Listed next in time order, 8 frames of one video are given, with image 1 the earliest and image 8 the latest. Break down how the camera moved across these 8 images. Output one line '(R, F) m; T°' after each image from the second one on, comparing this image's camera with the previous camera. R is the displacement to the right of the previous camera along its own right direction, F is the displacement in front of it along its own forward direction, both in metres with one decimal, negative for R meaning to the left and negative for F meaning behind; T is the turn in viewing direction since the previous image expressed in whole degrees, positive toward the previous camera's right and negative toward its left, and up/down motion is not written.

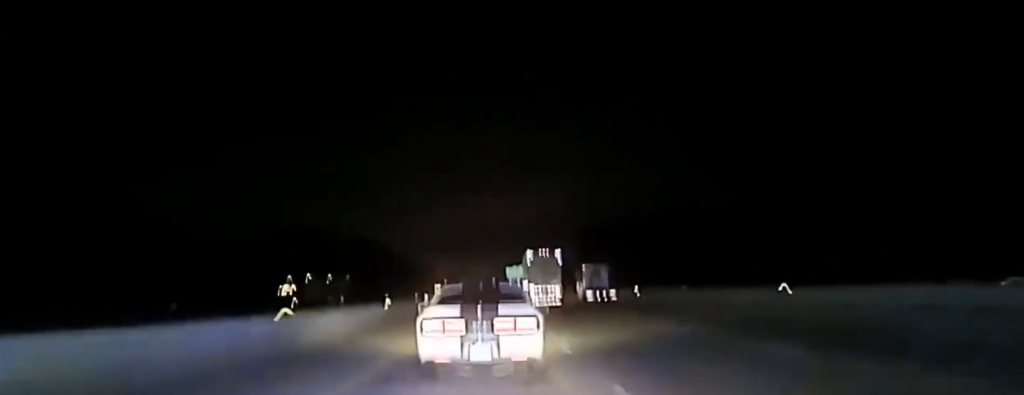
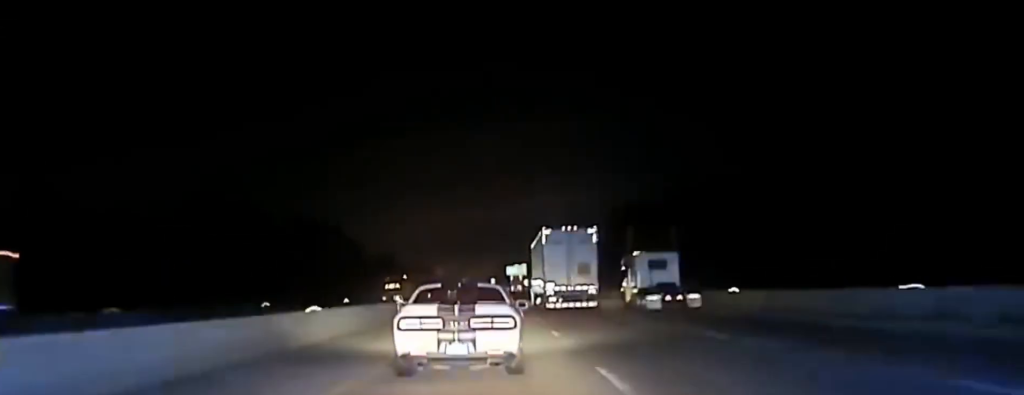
(+0.3, +57.8) m; 0°
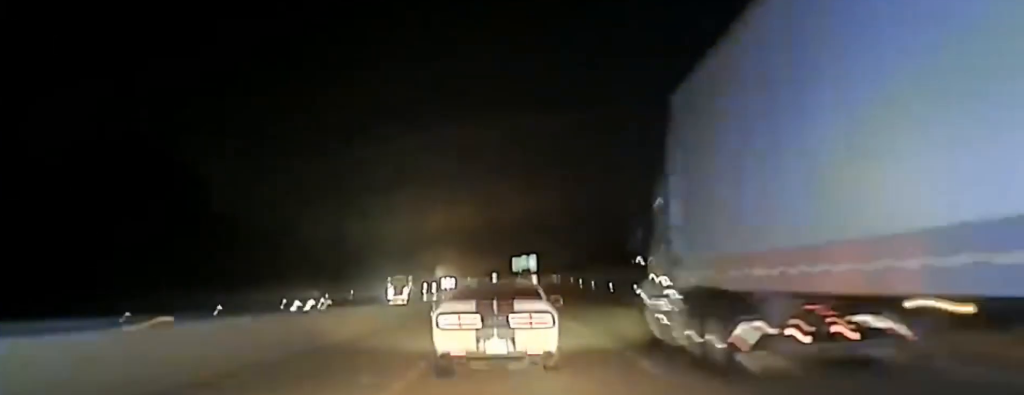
(-0.9, +95.9) m; 0°
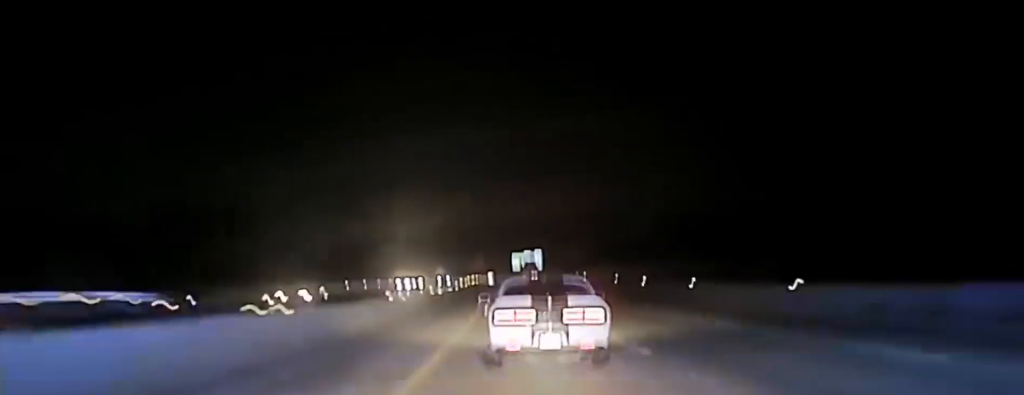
(+0.6, +71.4) m; 0°
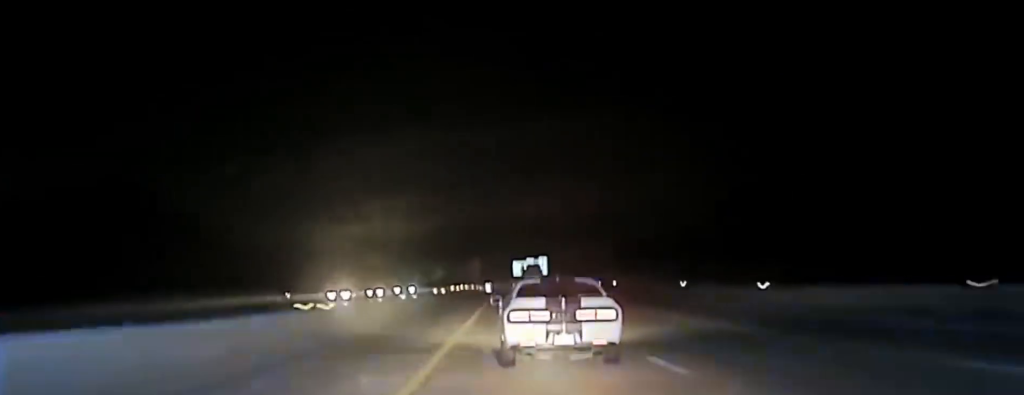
(-0.1, +39.7) m; 0°
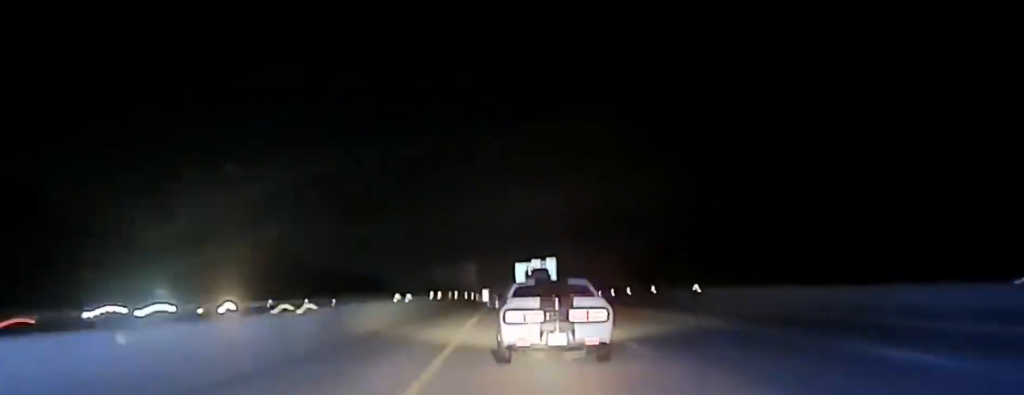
(-0.4, +43.6) m; 0°
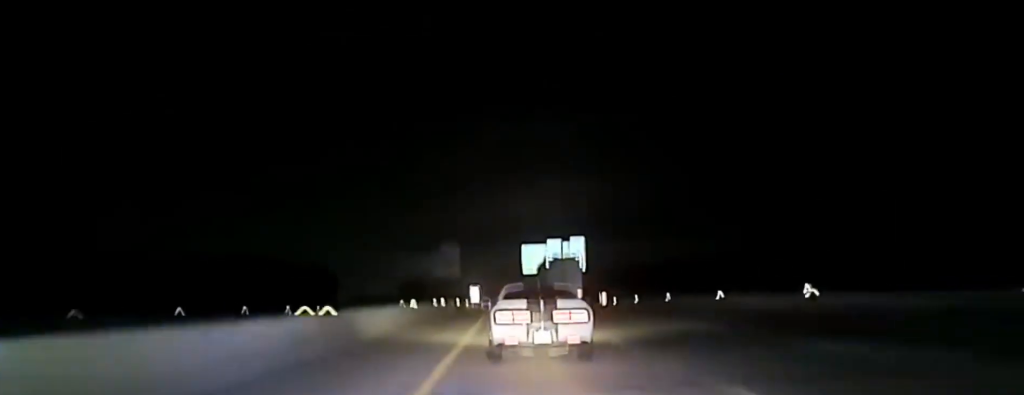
(+0.7, +83.9) m; +1°
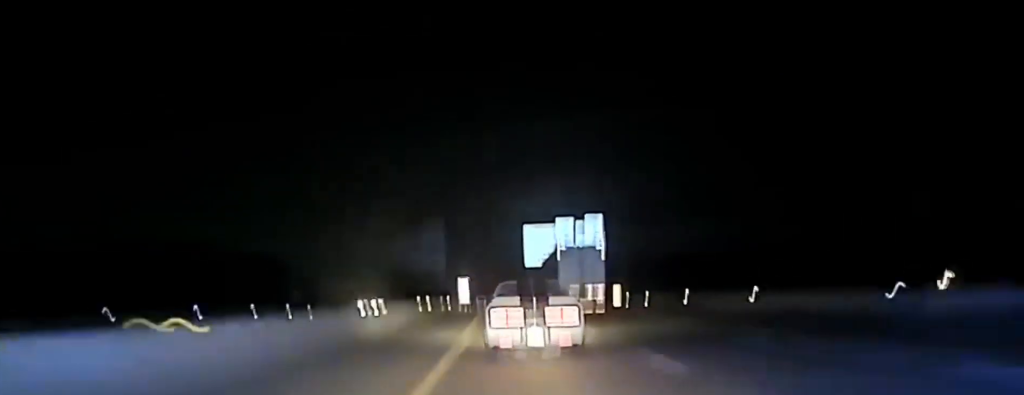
(+0.2, +30.7) m; 0°
